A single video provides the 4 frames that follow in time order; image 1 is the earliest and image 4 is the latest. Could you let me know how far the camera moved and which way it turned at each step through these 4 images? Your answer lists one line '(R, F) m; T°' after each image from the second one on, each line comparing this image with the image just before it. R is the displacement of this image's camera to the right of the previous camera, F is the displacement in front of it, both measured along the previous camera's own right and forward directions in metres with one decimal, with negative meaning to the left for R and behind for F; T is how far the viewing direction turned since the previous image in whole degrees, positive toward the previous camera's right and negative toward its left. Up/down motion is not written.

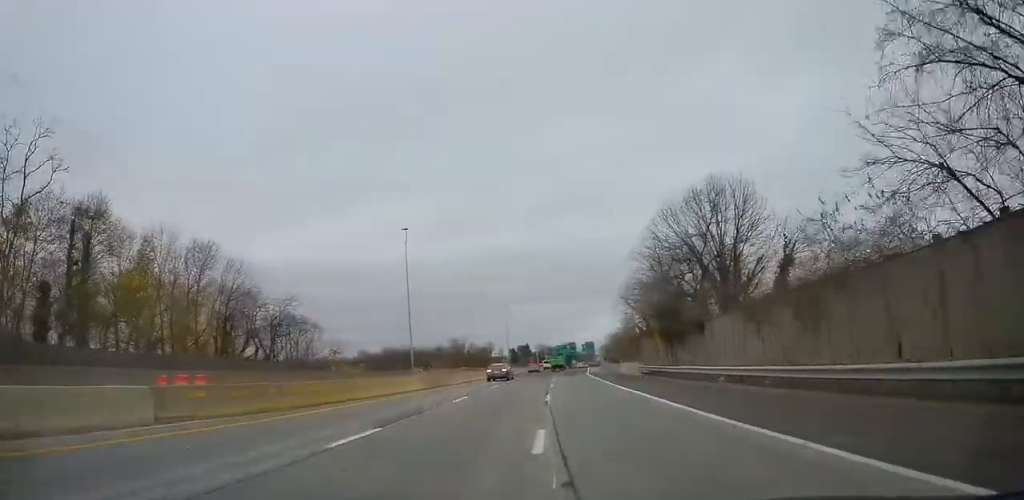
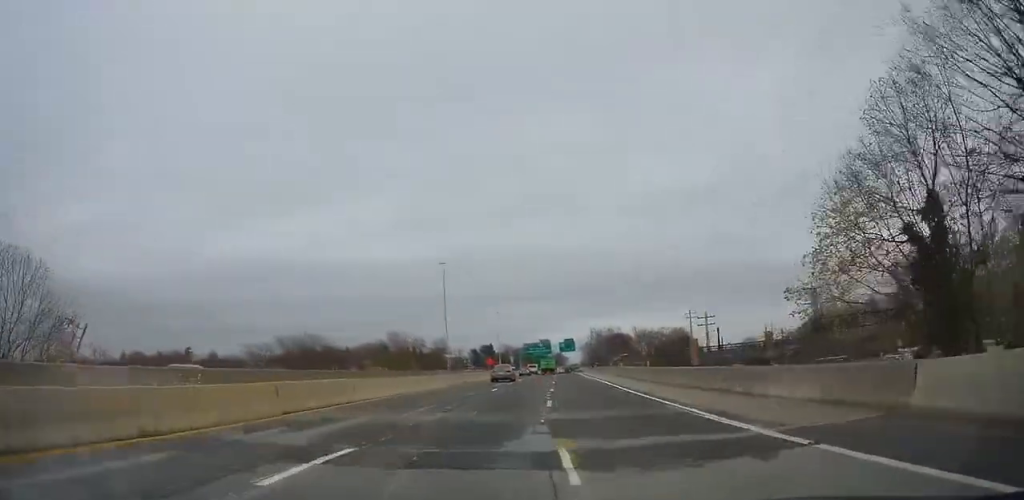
(+0.5, +51.2) m; +2°
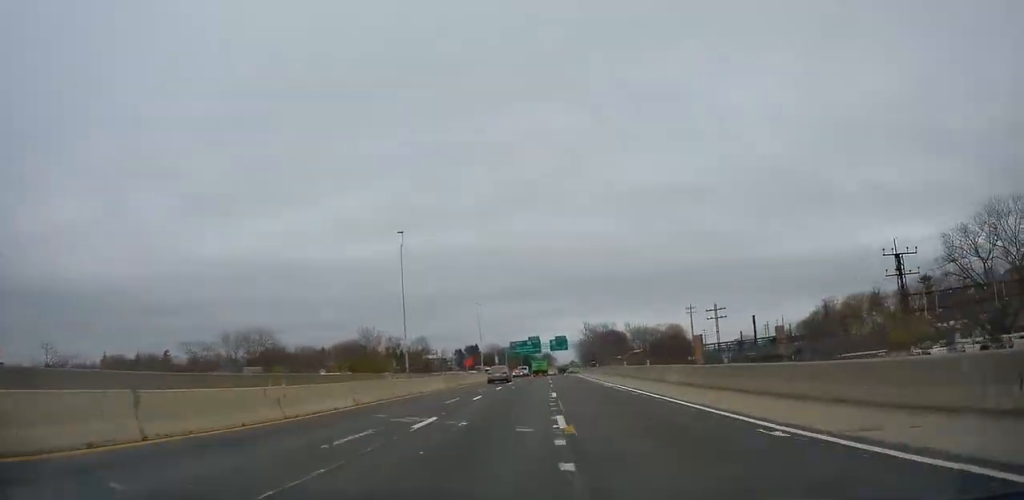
(+0.2, +18.5) m; +1°
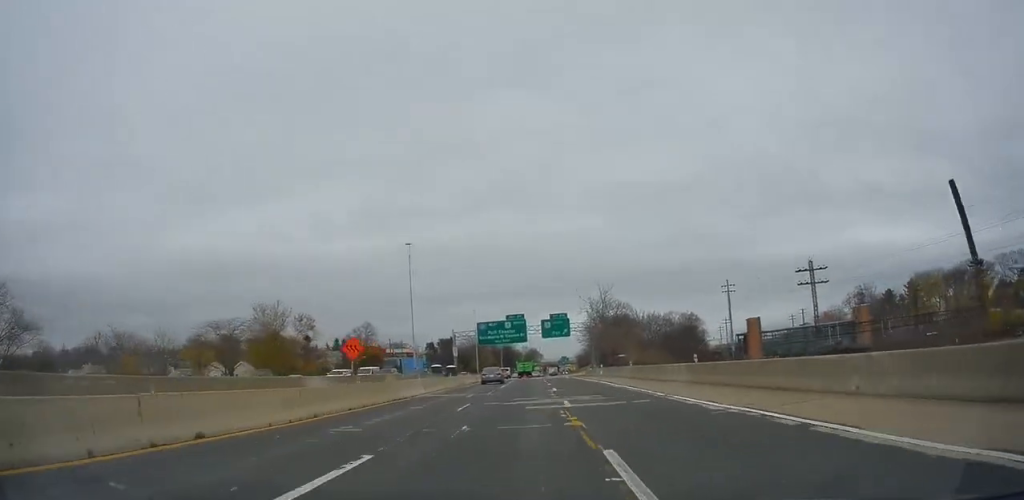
(+2.2, +56.8) m; +4°
